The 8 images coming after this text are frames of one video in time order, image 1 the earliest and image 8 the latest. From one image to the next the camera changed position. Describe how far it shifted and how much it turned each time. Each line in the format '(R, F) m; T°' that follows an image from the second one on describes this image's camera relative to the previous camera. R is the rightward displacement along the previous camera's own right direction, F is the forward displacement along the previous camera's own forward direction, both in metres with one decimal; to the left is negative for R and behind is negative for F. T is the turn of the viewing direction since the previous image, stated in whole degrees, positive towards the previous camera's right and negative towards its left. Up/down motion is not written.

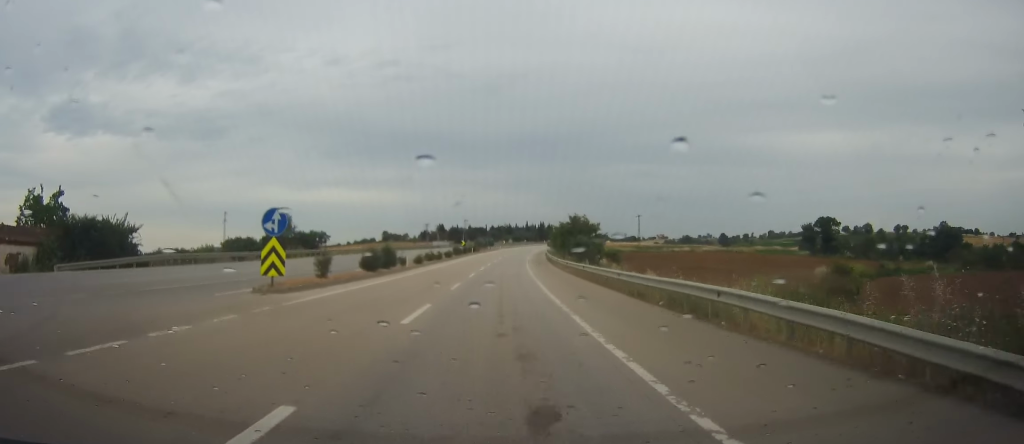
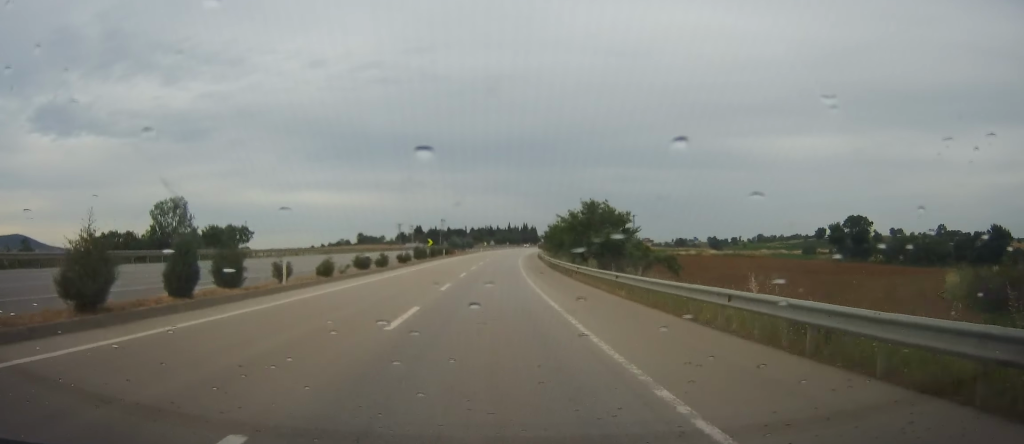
(0.0, +24.4) m; 0°
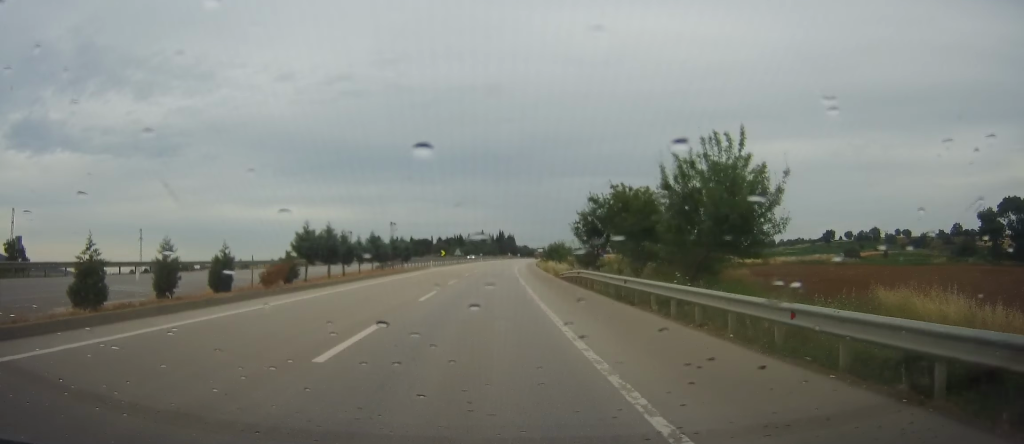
(+2.5, +63.2) m; +4°
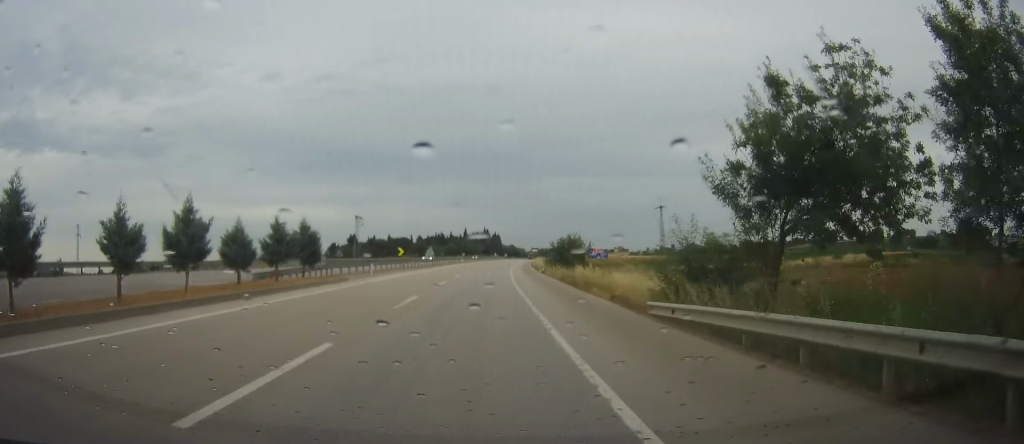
(-0.2, +27.3) m; +1°
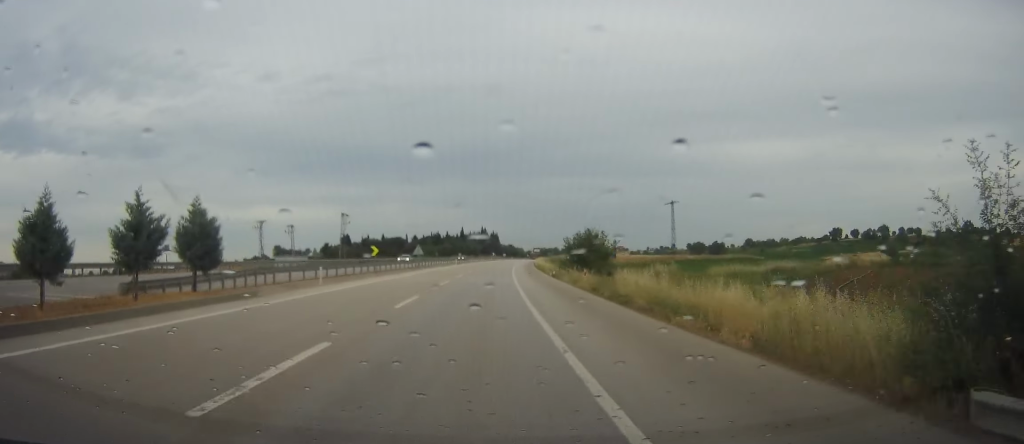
(+0.1, +12.0) m; +1°
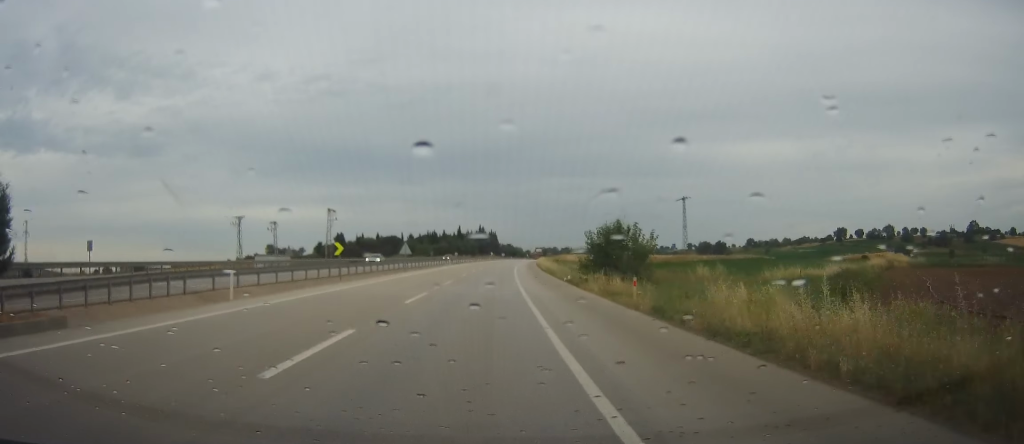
(+0.1, +9.9) m; 0°
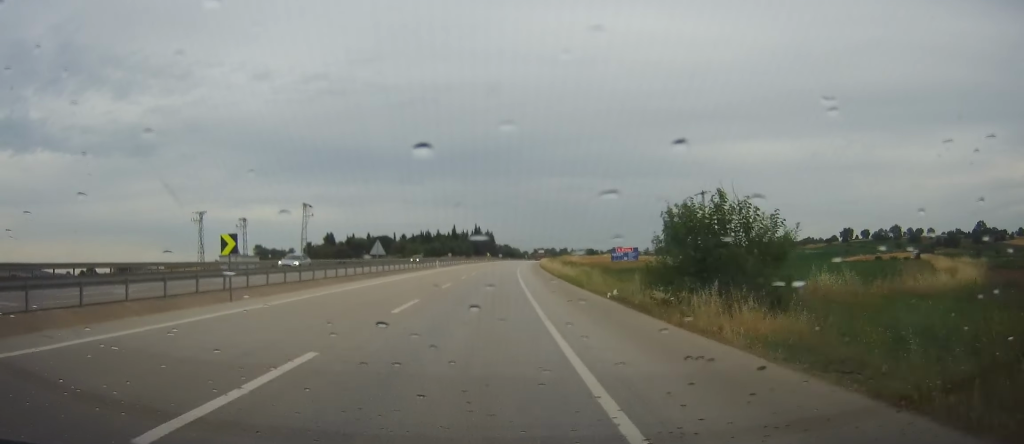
(+0.3, +15.4) m; 0°
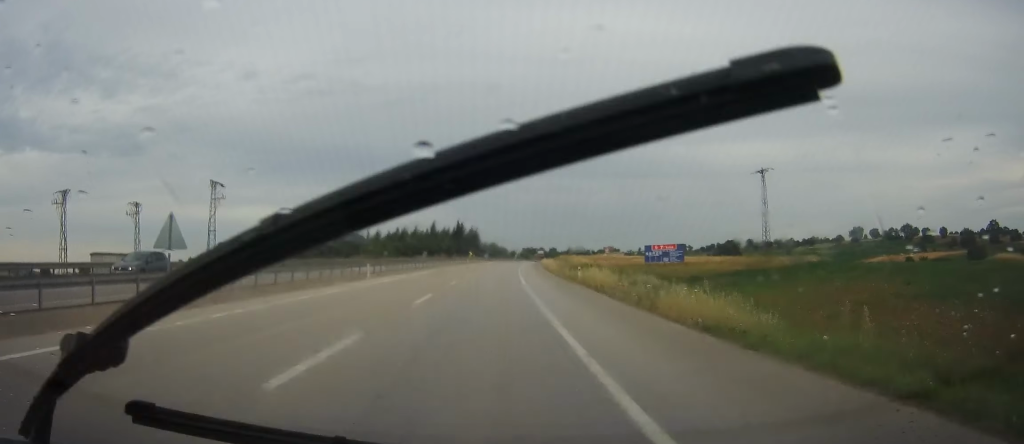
(-0.6, +33.5) m; -1°
